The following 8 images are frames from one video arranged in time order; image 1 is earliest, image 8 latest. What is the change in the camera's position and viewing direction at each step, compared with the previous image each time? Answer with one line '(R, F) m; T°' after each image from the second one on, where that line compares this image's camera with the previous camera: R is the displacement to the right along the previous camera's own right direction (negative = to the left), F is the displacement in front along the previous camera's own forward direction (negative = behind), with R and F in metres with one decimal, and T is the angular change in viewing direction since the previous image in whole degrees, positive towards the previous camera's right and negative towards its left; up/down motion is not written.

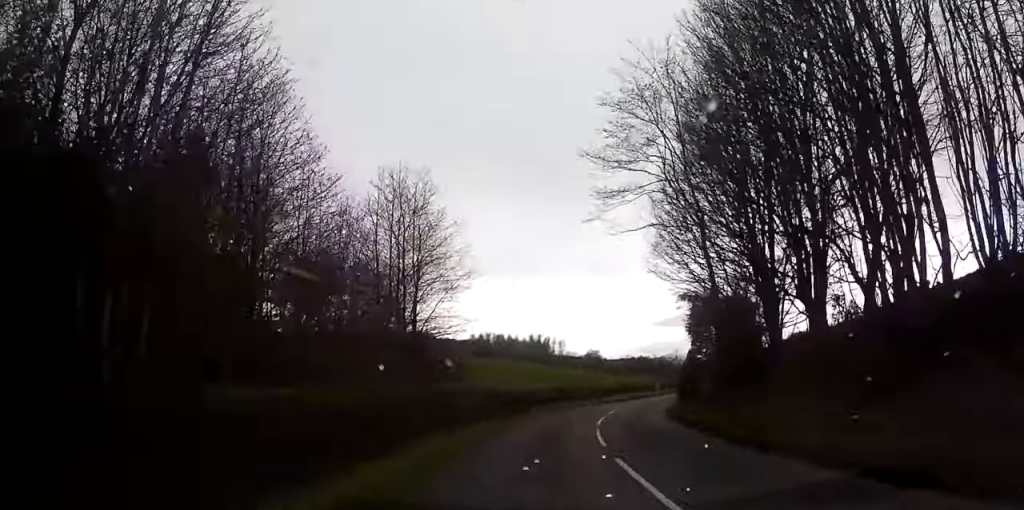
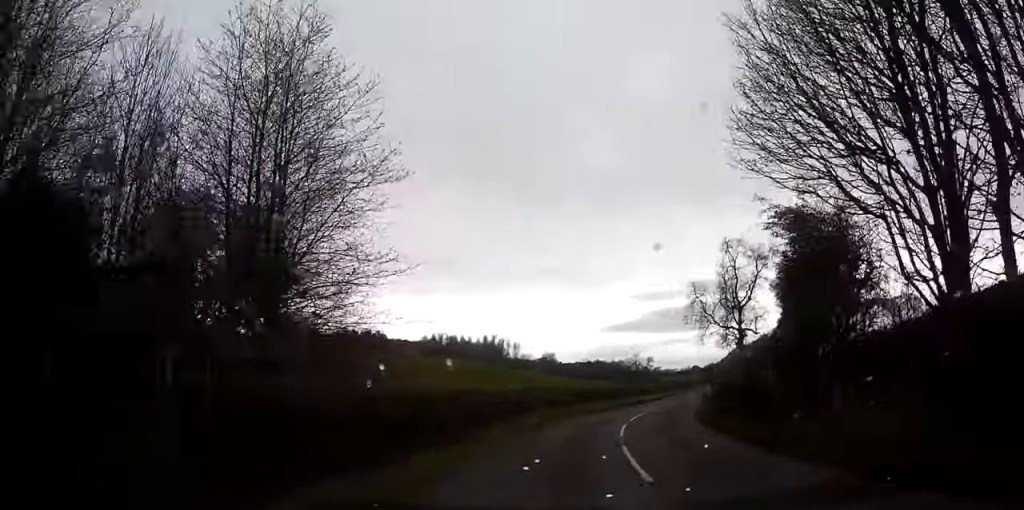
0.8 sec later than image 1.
(+0.6, +14.8) m; +5°
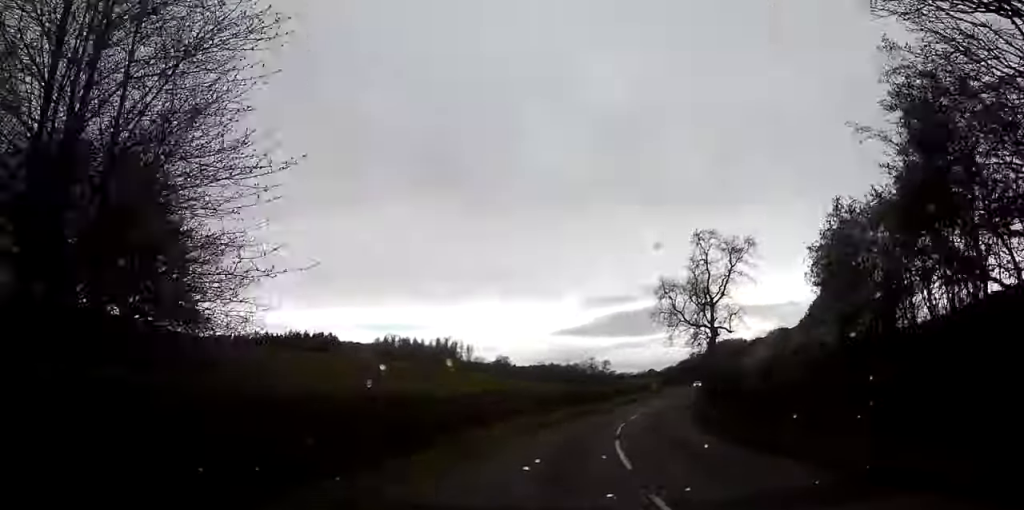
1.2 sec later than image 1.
(-0.2, +7.5) m; +3°
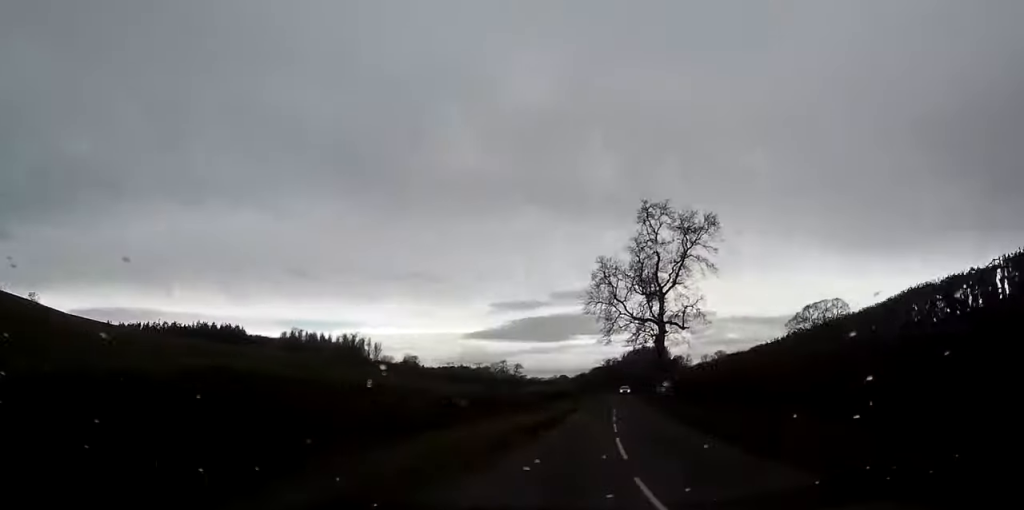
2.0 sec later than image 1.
(+1.1, +16.2) m; +7°
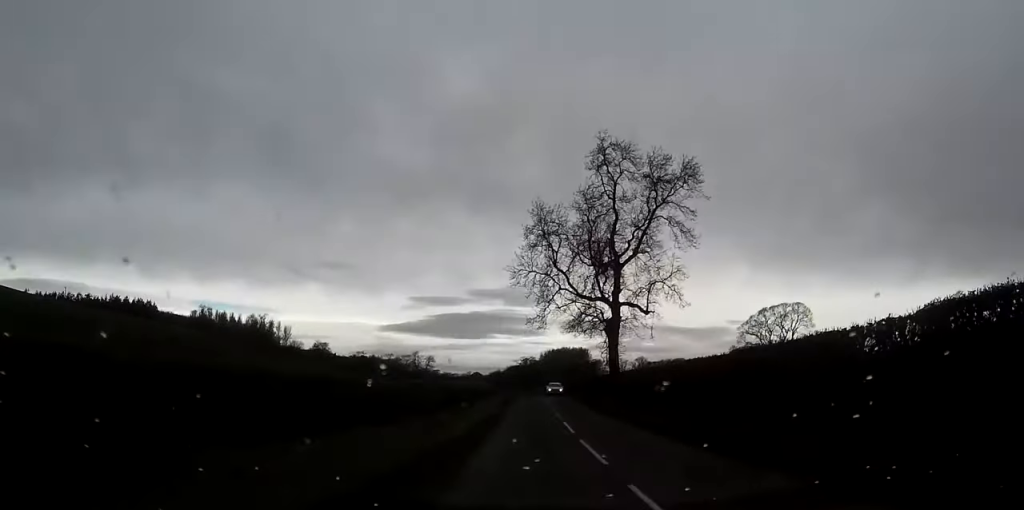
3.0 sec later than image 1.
(+1.3, +19.2) m; +6°
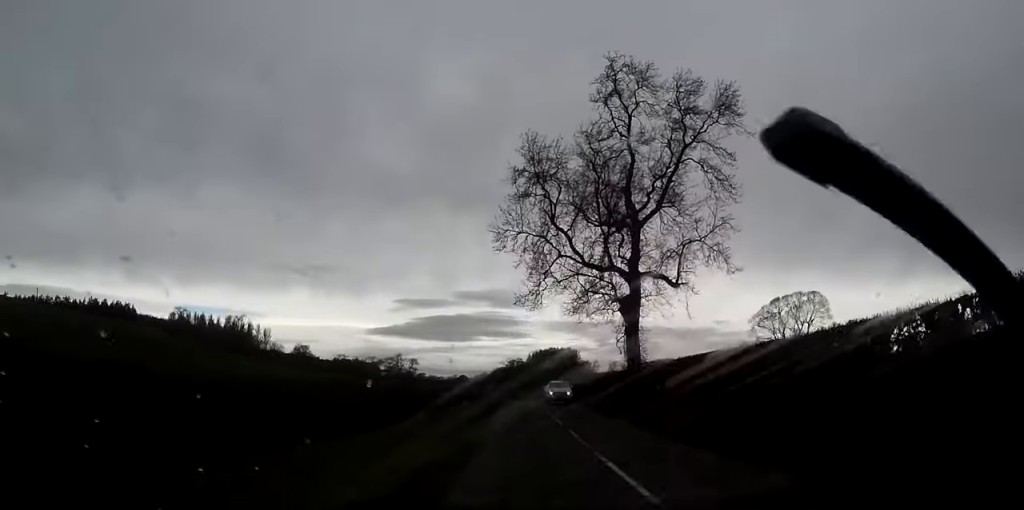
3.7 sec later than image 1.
(+0.4, +13.6) m; +2°
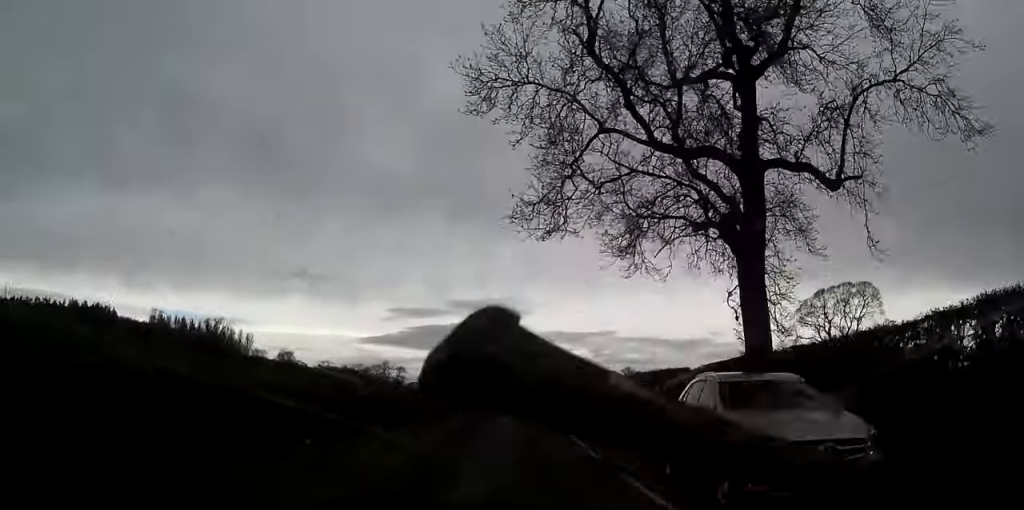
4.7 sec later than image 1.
(+0.3, +21.0) m; +1°
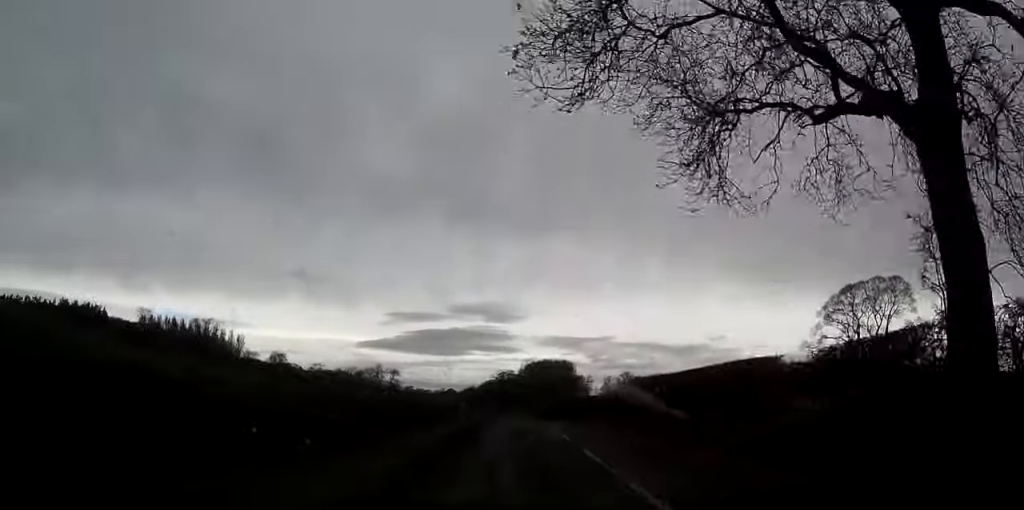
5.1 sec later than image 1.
(0.0, +10.0) m; 0°
